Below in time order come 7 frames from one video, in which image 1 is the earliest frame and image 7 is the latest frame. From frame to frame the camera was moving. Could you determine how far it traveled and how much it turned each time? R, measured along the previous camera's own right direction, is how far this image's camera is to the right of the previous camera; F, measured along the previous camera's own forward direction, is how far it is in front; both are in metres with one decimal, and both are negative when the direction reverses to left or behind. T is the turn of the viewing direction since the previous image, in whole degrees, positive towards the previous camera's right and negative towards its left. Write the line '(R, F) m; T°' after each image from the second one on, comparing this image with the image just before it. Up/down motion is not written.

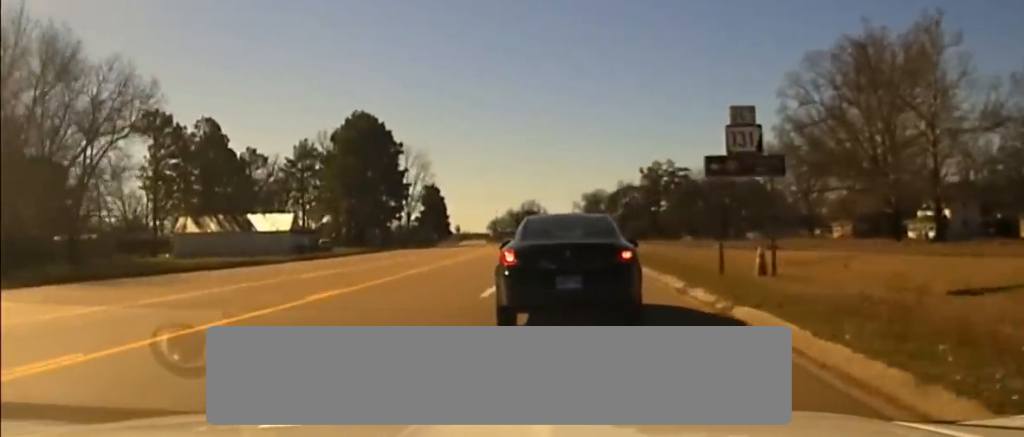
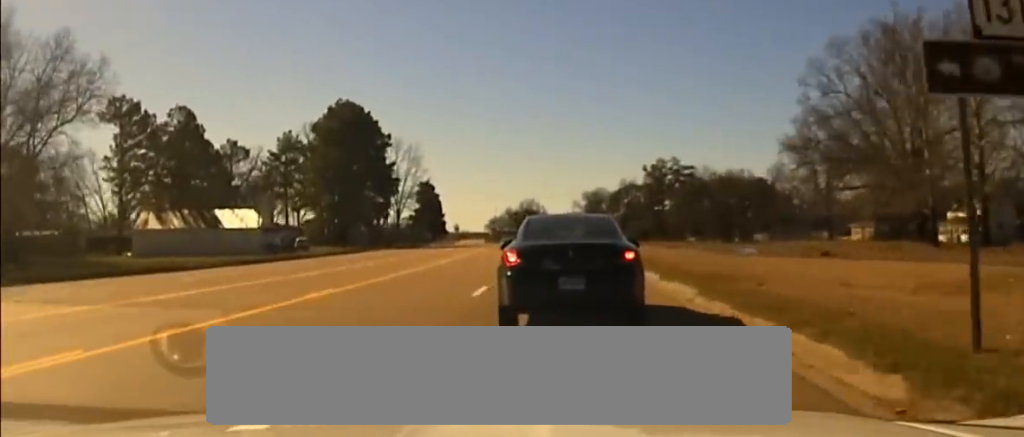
(0.0, +12.6) m; 0°
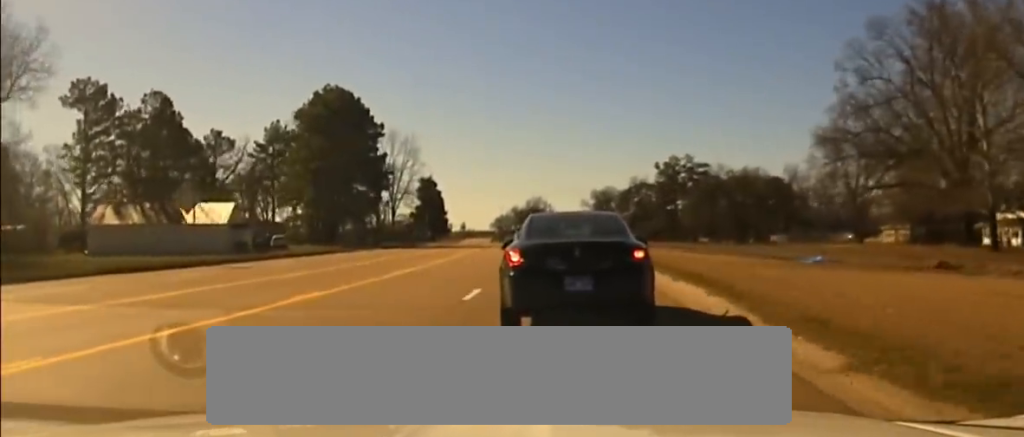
(0.0, +13.6) m; 0°
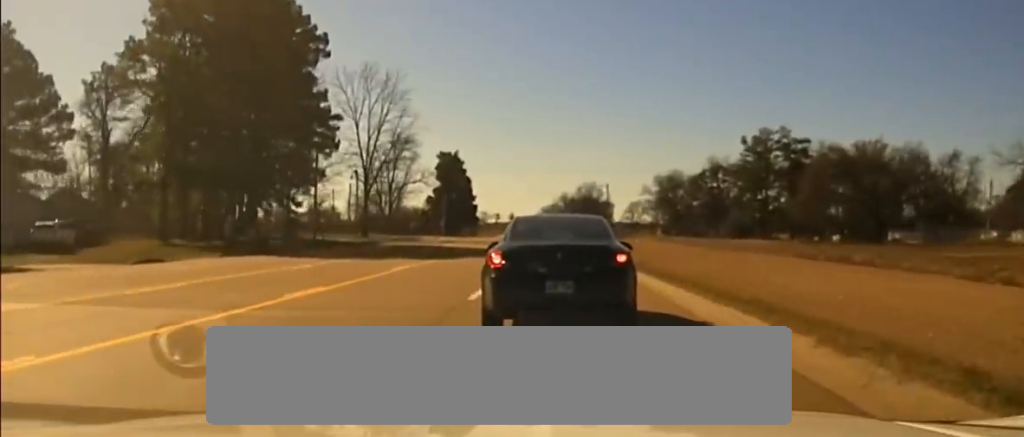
(-2.6, +64.5) m; -3°
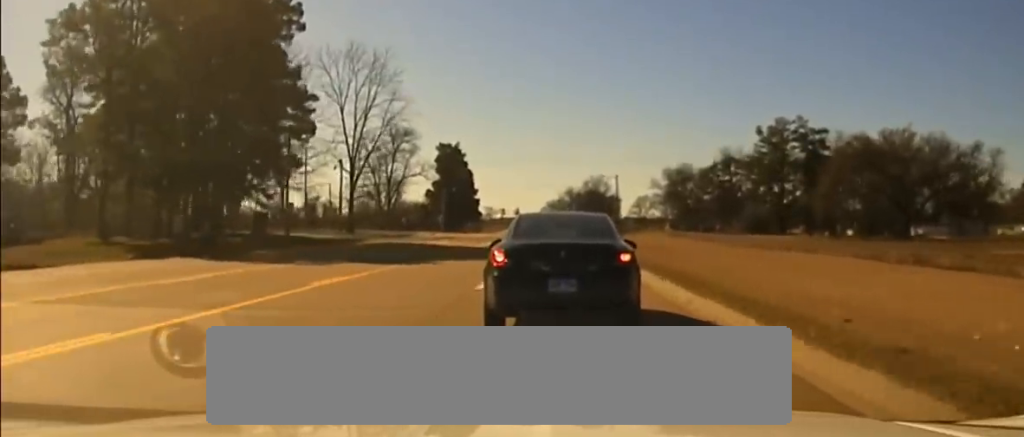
(0.0, +10.0) m; 0°
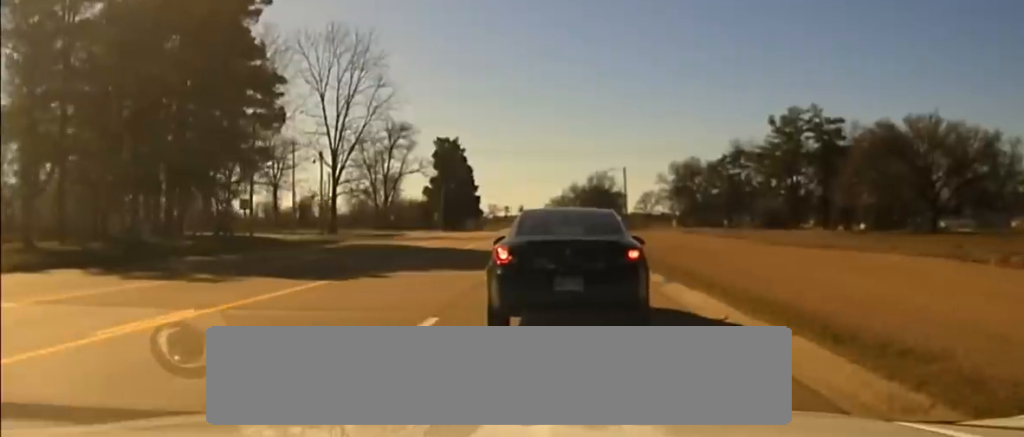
(0.0, +9.5) m; 0°
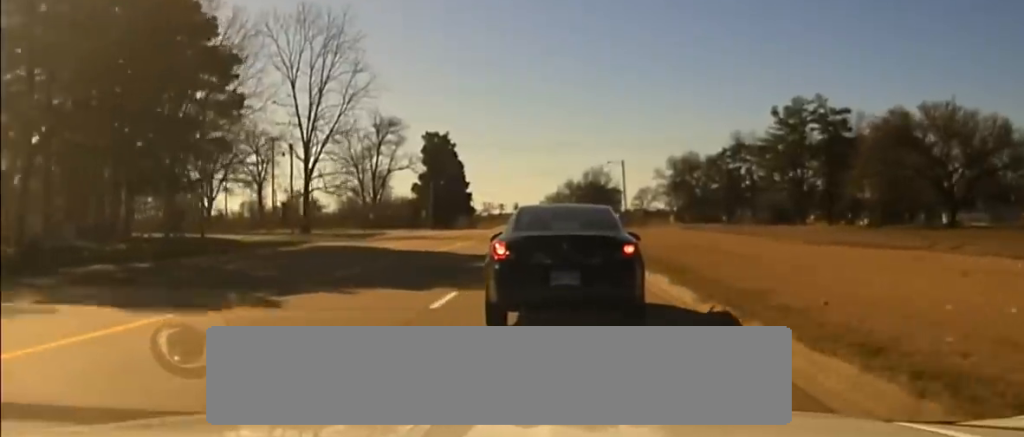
(0.0, +8.4) m; 0°
